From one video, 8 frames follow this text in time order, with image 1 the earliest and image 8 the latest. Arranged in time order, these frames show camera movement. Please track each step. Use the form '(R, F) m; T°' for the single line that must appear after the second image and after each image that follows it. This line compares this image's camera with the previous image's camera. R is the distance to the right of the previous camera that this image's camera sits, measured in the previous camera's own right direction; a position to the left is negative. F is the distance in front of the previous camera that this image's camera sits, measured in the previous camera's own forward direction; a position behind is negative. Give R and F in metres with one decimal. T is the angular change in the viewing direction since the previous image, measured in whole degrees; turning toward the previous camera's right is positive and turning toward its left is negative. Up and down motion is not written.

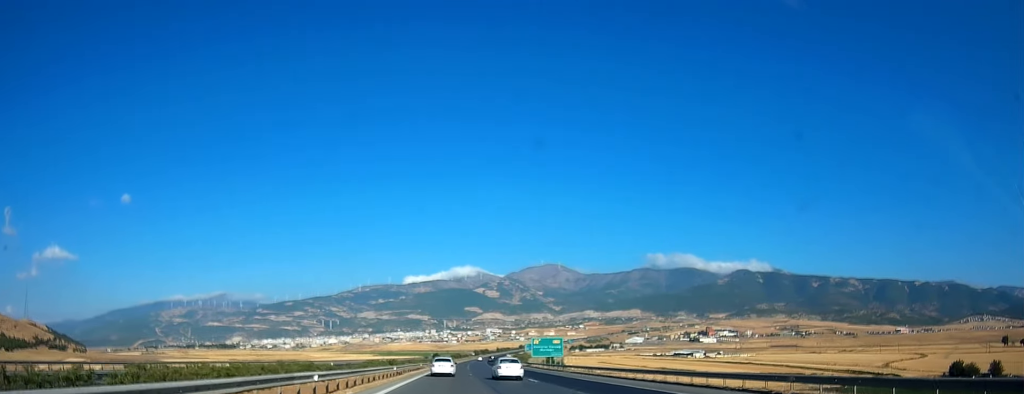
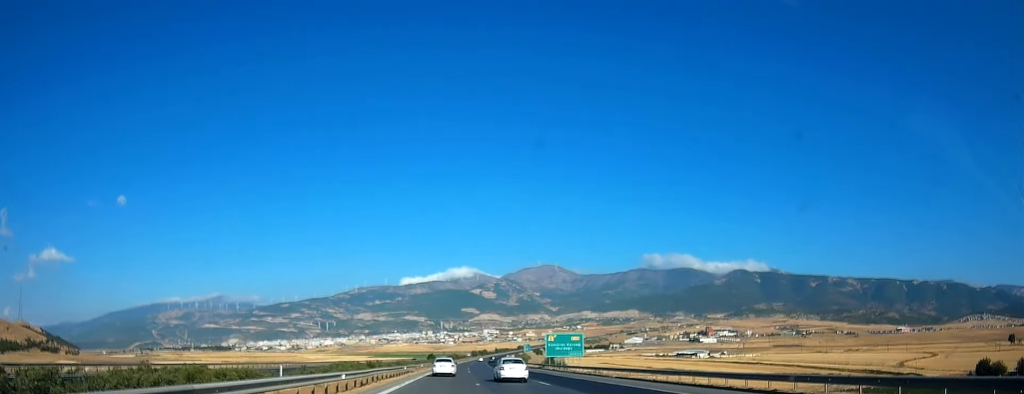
(+0.1, +18.3) m; +1°
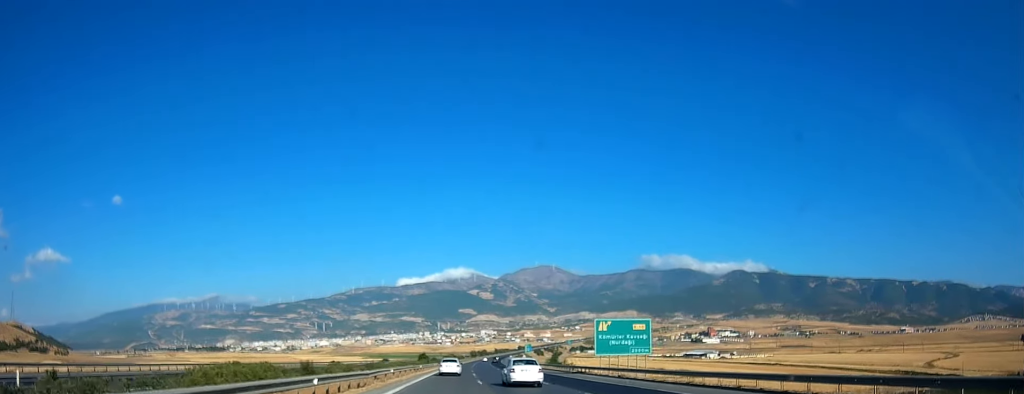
(+0.4, +30.5) m; +1°
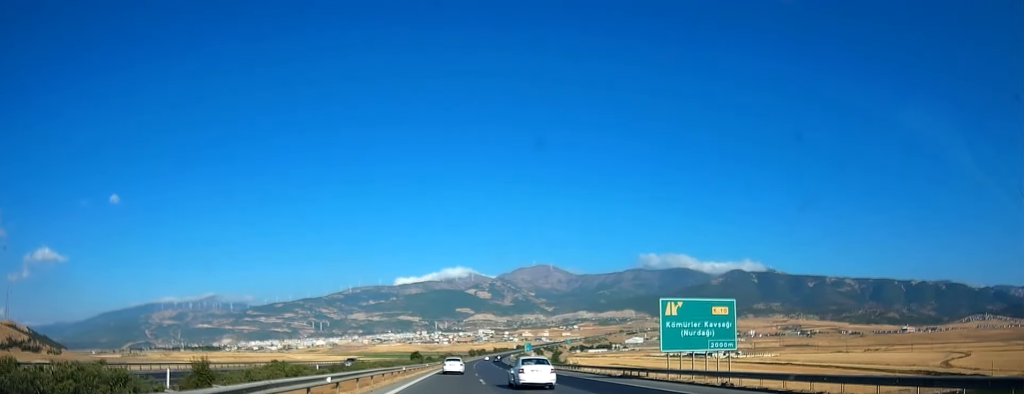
(0.0, +18.0) m; 0°
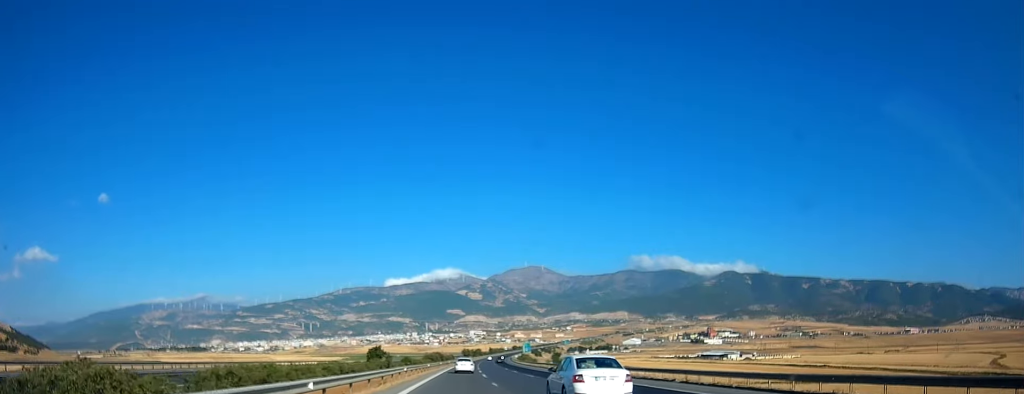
(-0.1, +51.8) m; +1°
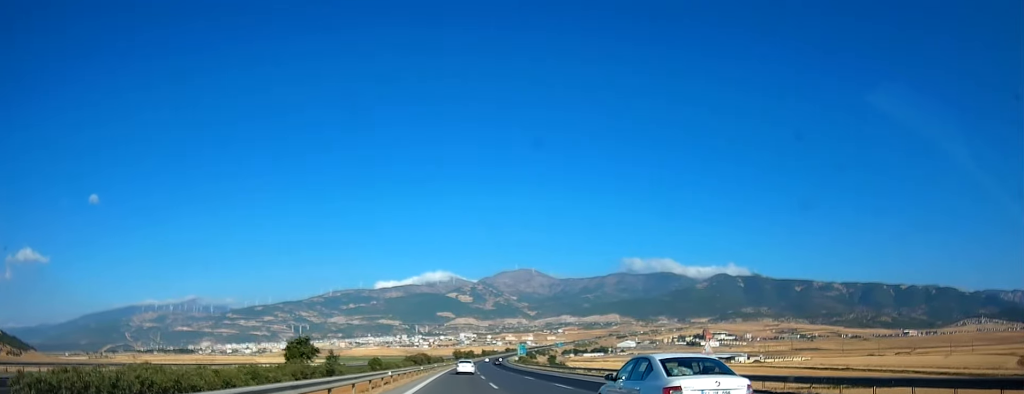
(+0.4, +31.4) m; +1°
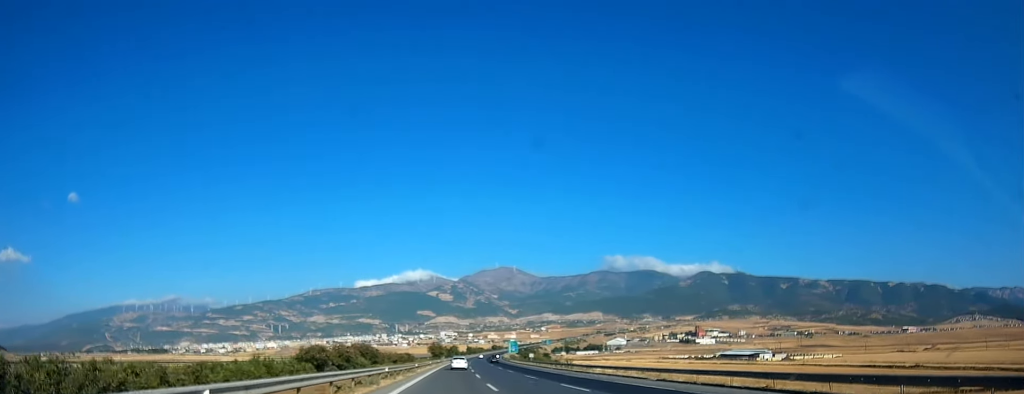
(+1.2, +70.0) m; +2°
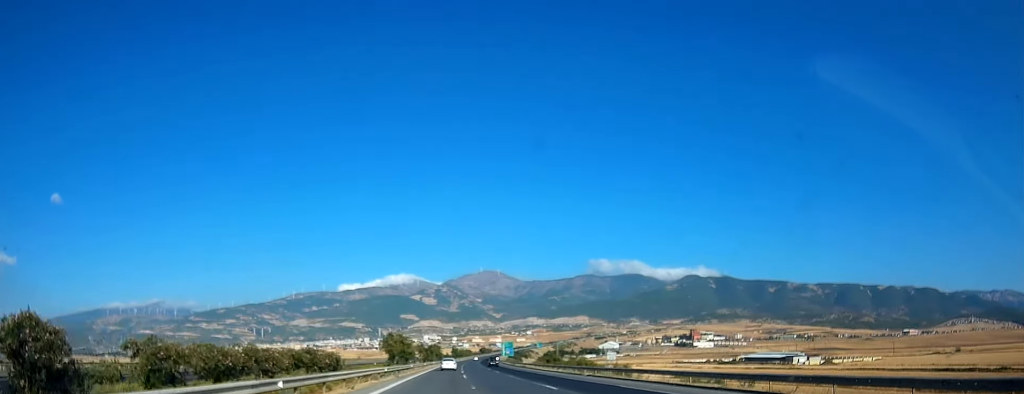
(+0.8, +64.9) m; +2°
